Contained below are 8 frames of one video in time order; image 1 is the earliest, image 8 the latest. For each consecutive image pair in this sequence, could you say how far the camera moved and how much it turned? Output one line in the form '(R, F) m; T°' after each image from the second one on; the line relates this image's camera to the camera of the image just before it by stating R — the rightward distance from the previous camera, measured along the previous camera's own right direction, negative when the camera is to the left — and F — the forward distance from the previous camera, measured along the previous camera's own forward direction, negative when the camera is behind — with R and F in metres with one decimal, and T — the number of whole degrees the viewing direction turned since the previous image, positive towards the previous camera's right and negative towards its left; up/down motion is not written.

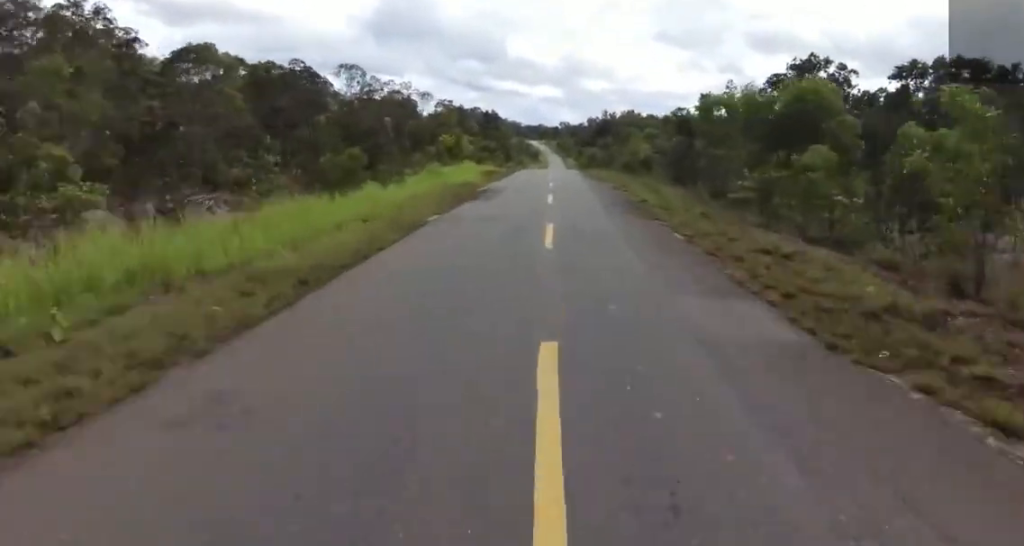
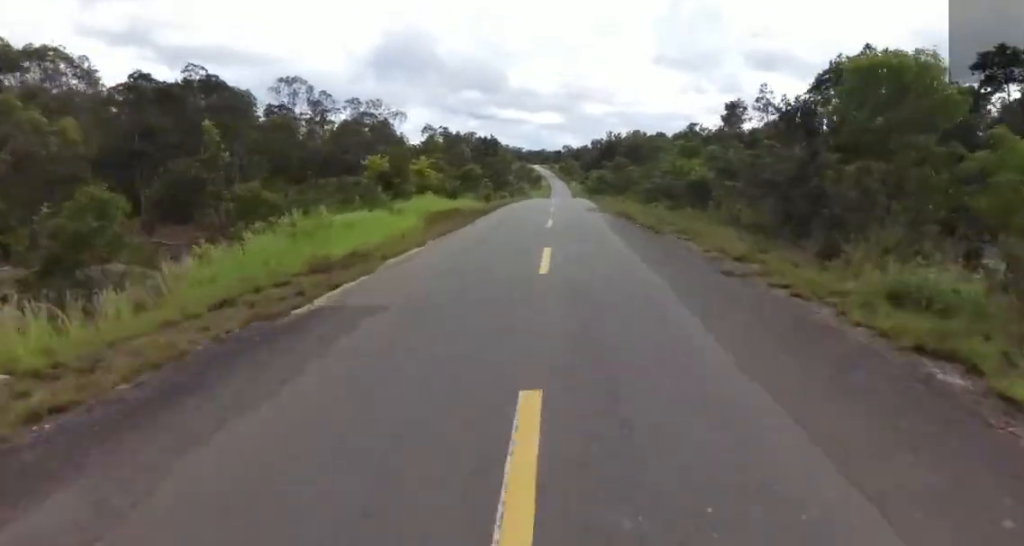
(0.0, +17.0) m; +1°
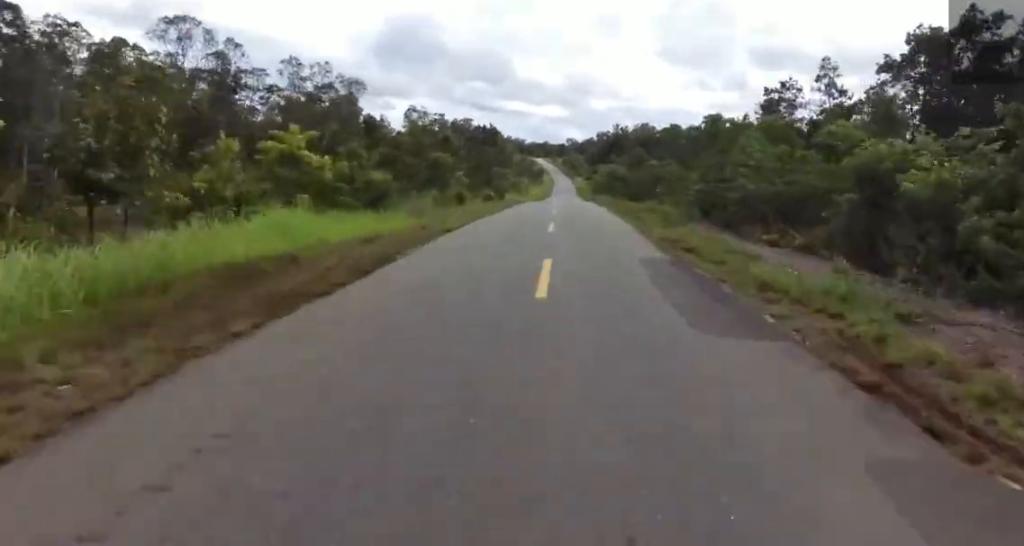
(+0.2, +18.8) m; +1°
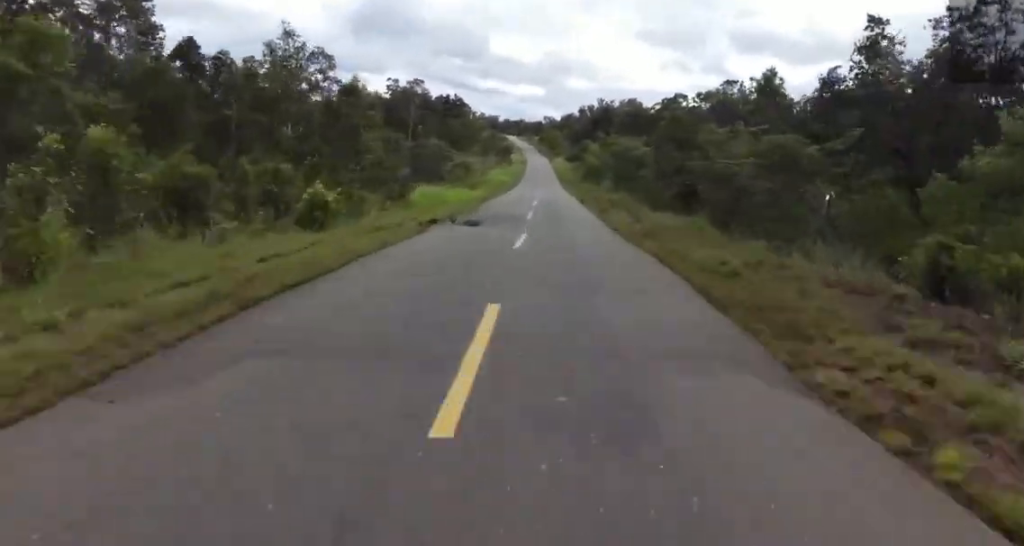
(+0.3, +36.1) m; 0°
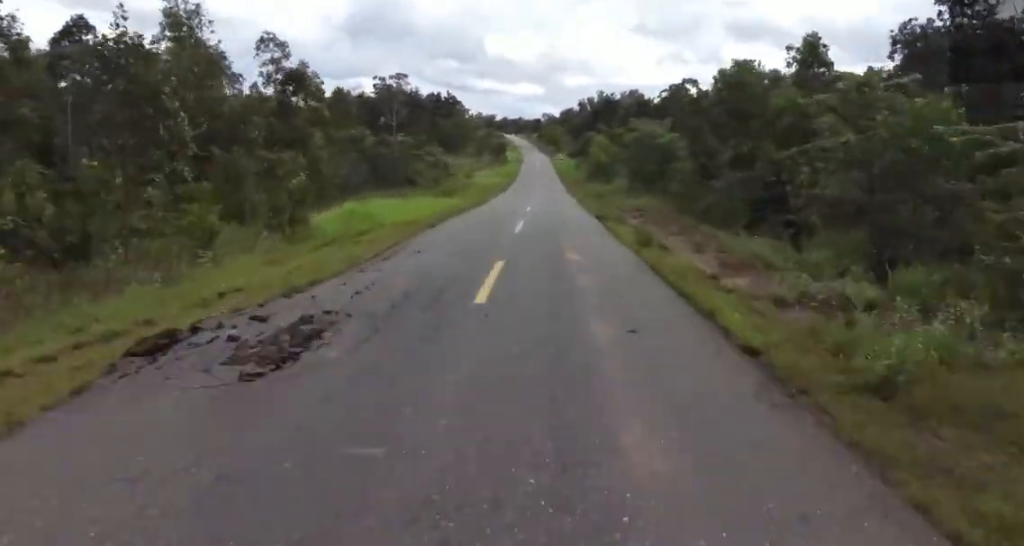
(0.0, +13.2) m; 0°
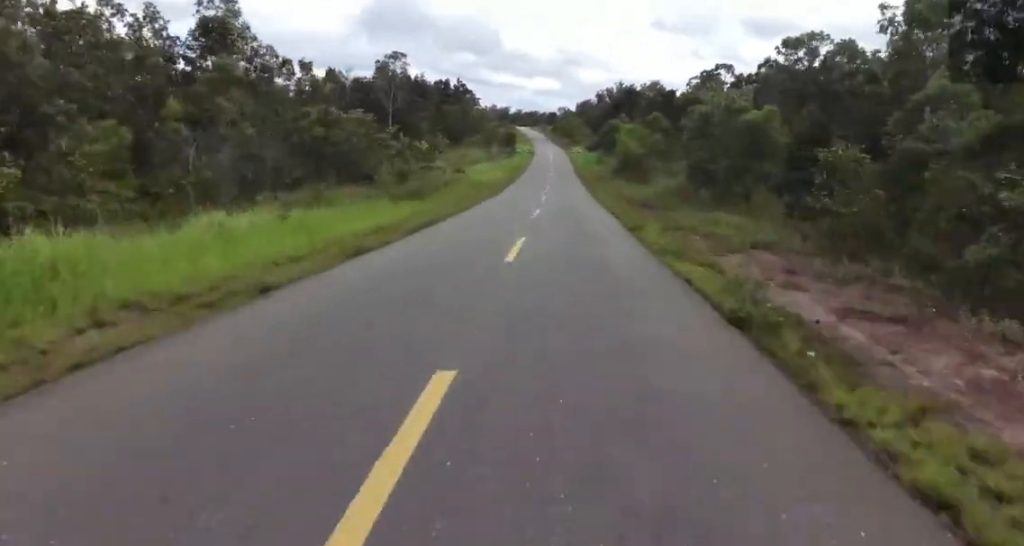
(0.0, +14.8) m; 0°
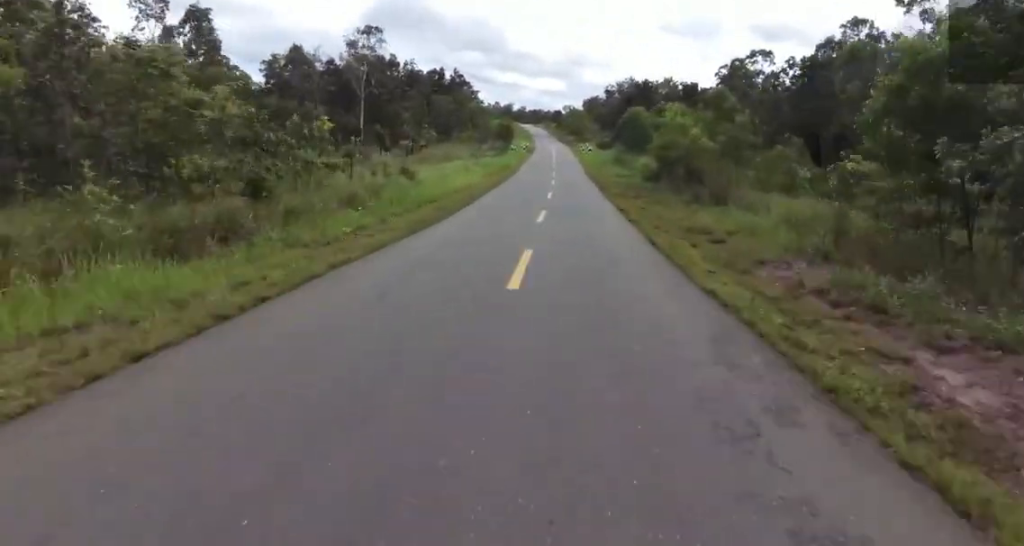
(+0.1, +18.1) m; -1°
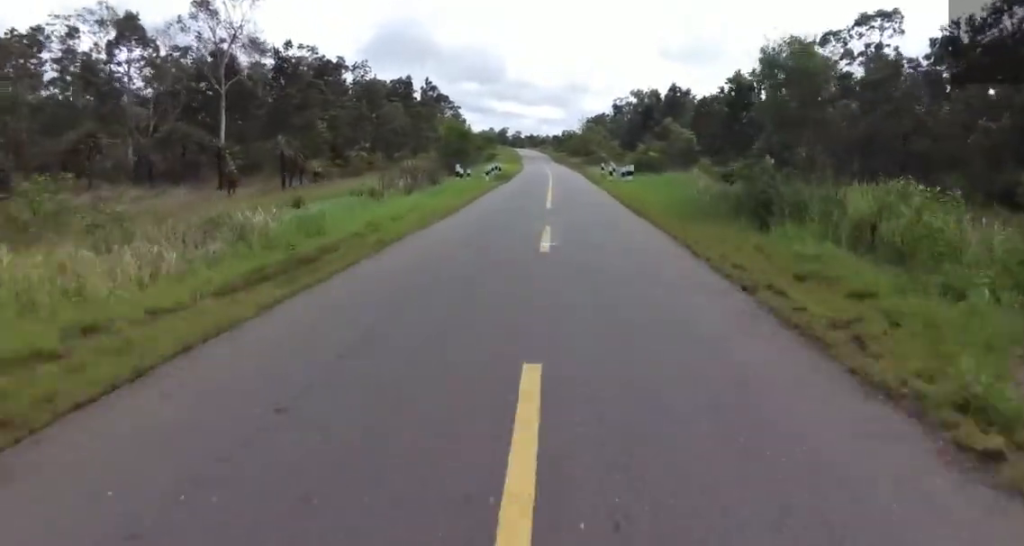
(-0.8, +37.7) m; -1°
